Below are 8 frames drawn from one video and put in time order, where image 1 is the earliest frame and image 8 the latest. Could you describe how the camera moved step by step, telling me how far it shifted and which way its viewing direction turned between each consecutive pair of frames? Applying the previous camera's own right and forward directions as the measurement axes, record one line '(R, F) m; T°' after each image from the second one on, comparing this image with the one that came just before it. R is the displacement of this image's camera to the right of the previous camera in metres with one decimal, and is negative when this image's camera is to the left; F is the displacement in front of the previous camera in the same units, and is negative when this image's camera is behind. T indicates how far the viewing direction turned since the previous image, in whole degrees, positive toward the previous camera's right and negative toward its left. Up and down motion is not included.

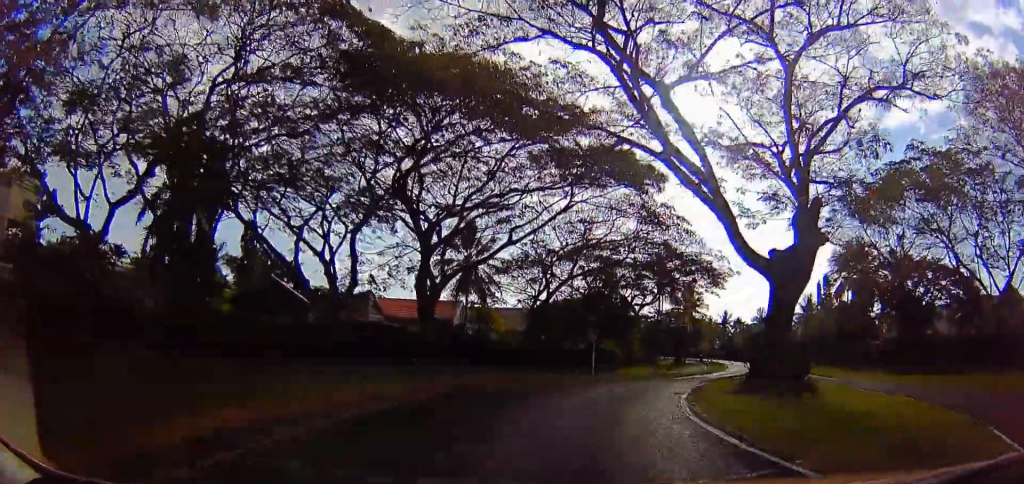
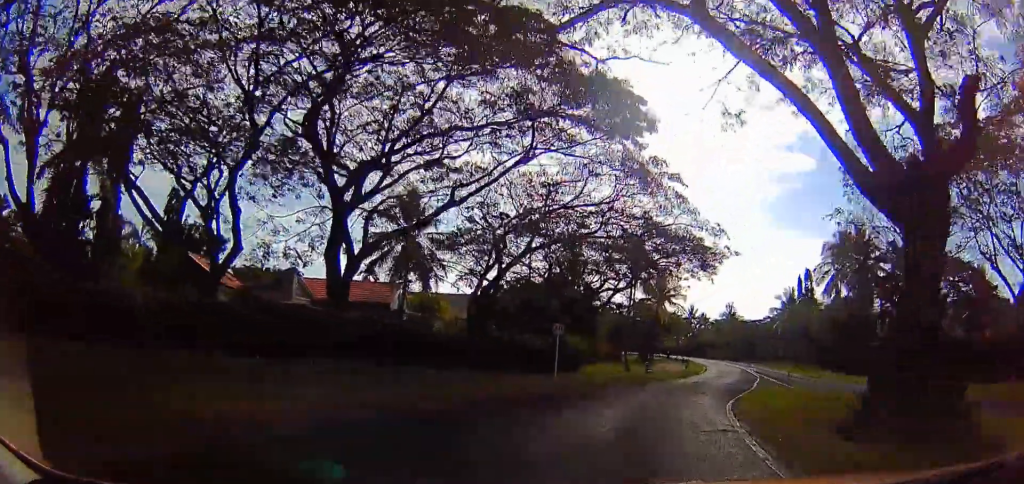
(0.0, +5.4) m; 0°
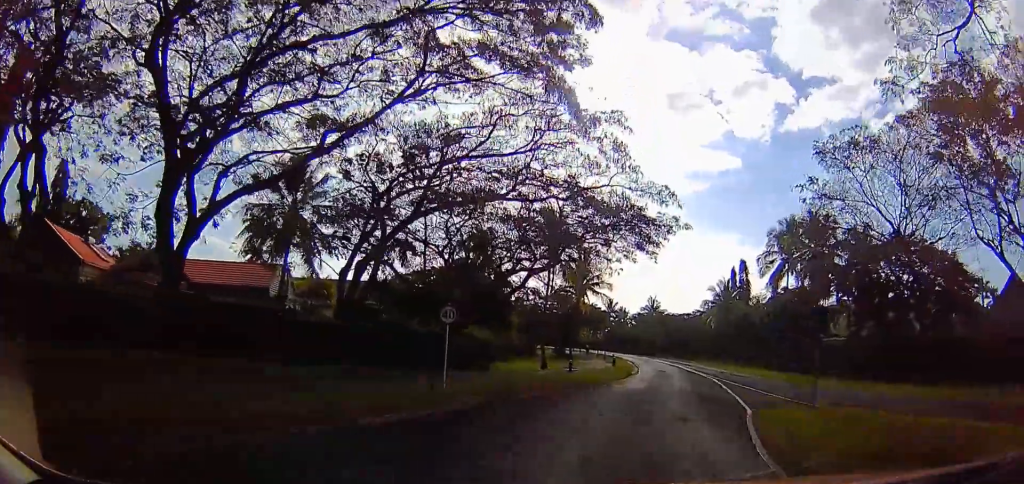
(0.0, +4.6) m; 0°
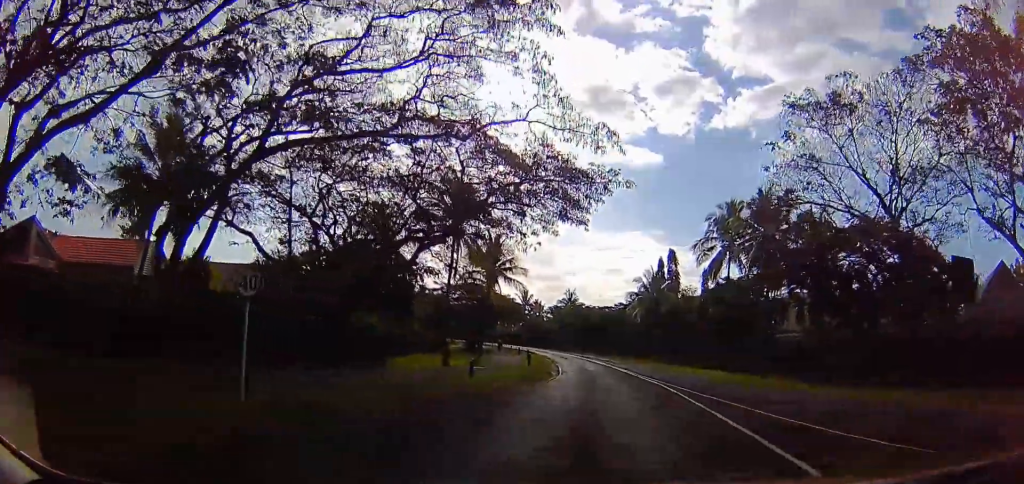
(0.0, +4.7) m; 0°
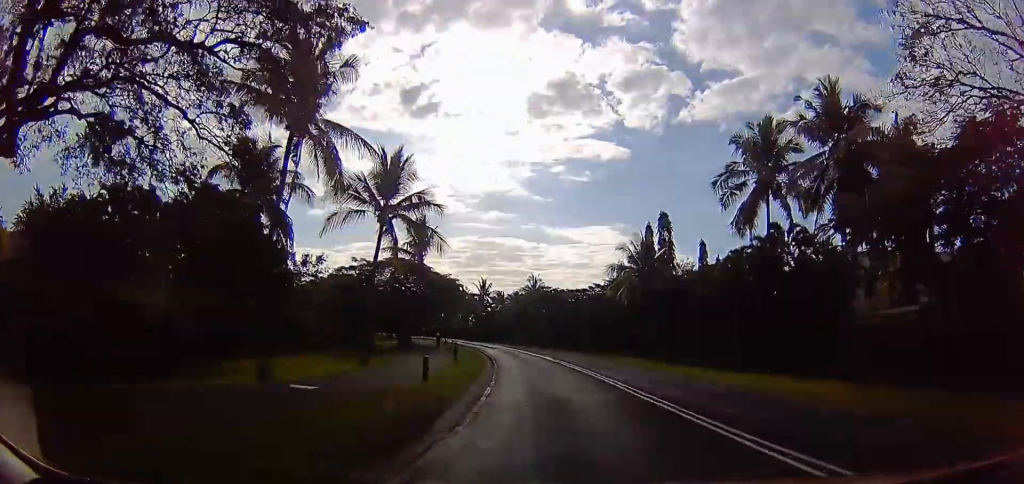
(0.0, +14.4) m; 0°
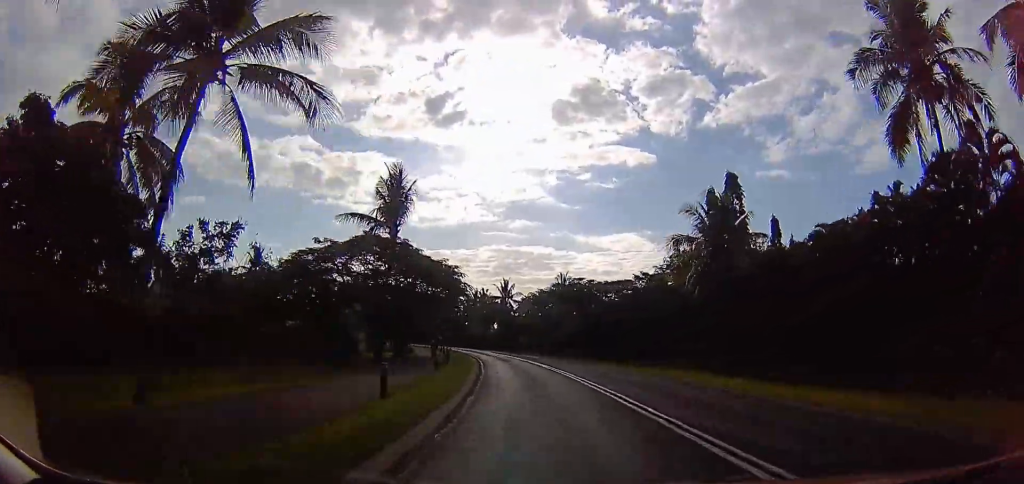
(0.0, +14.1) m; +1°
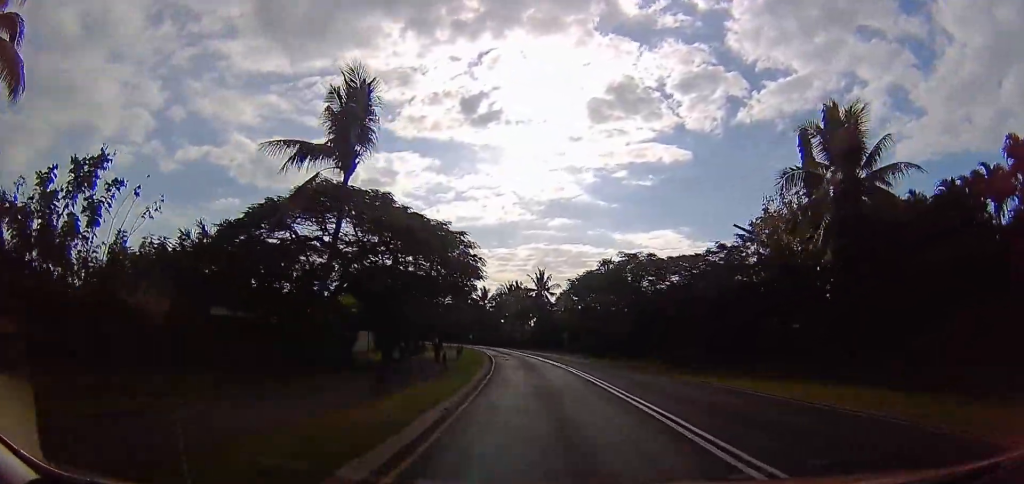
(+0.1, +13.1) m; +1°
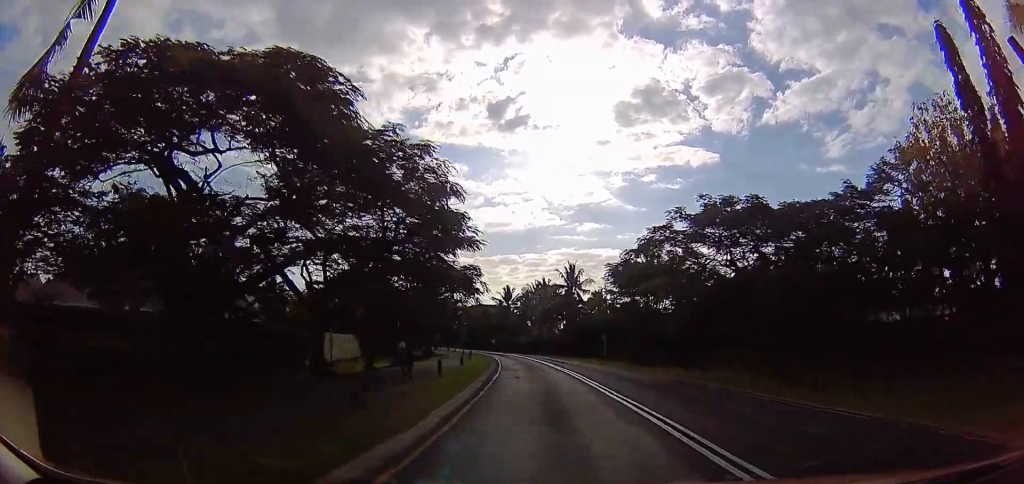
(+0.1, +16.3) m; +1°
